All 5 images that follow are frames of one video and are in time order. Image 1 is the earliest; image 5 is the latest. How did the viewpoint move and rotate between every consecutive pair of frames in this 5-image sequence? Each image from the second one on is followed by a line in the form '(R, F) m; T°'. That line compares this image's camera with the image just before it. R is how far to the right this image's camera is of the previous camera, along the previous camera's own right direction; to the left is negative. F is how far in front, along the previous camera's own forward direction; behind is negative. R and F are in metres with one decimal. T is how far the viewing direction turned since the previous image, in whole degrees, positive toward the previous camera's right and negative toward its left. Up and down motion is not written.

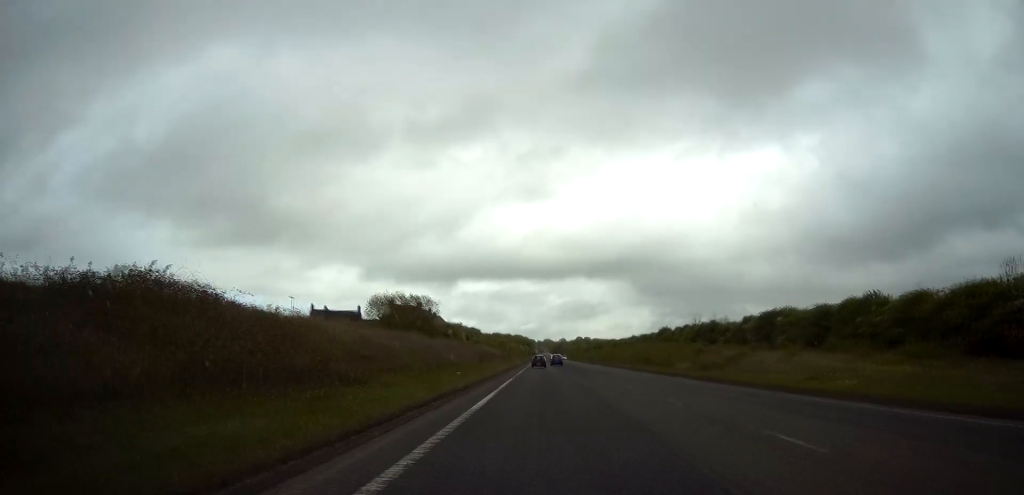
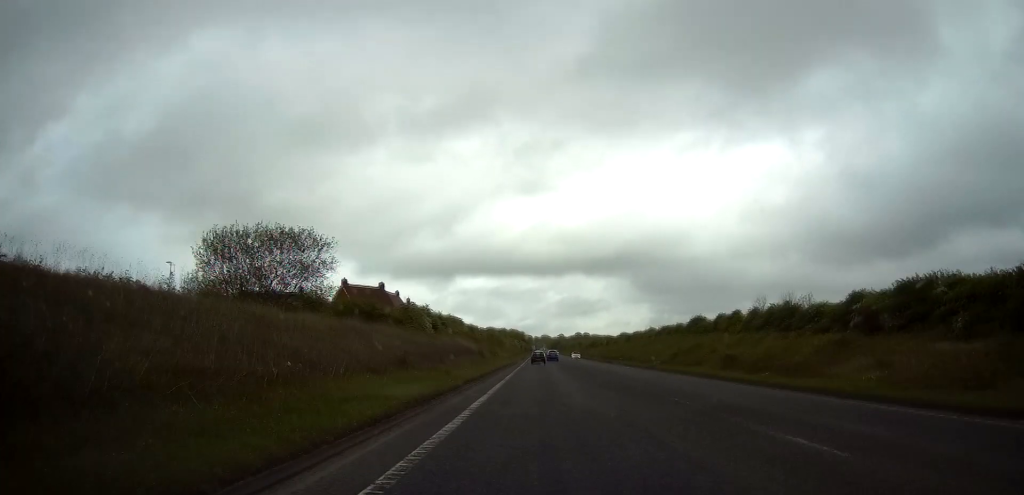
(+0.1, +35.6) m; 0°
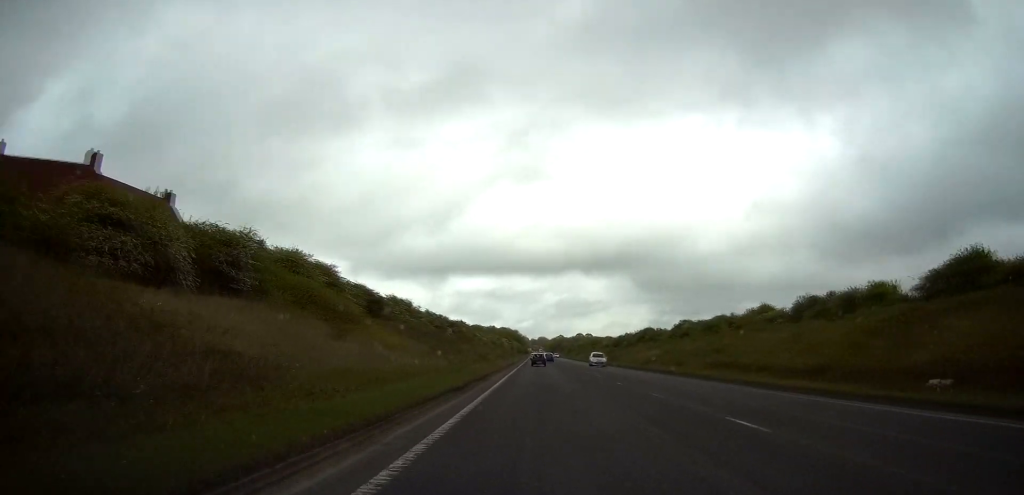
(+0.4, +84.8) m; +1°
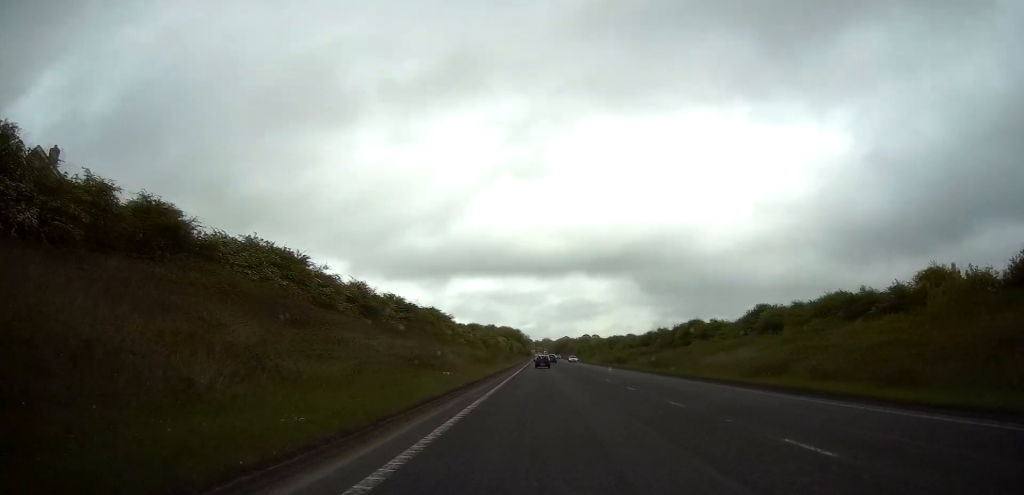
(+0.1, +38.3) m; 0°
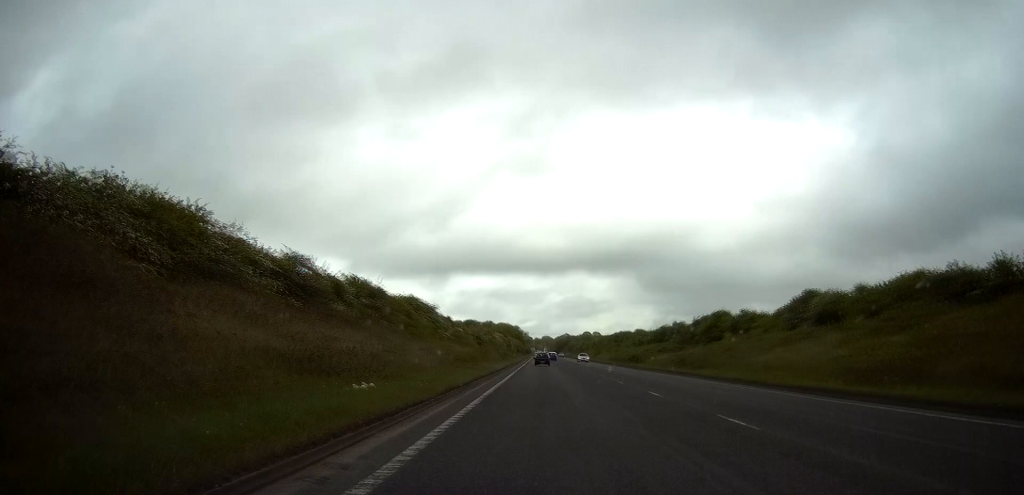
(0.0, +14.3) m; 0°
